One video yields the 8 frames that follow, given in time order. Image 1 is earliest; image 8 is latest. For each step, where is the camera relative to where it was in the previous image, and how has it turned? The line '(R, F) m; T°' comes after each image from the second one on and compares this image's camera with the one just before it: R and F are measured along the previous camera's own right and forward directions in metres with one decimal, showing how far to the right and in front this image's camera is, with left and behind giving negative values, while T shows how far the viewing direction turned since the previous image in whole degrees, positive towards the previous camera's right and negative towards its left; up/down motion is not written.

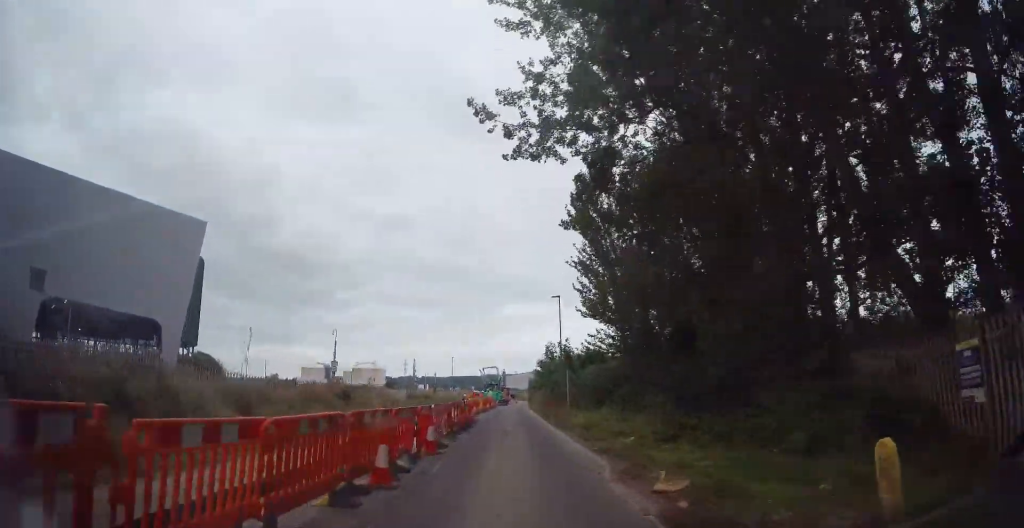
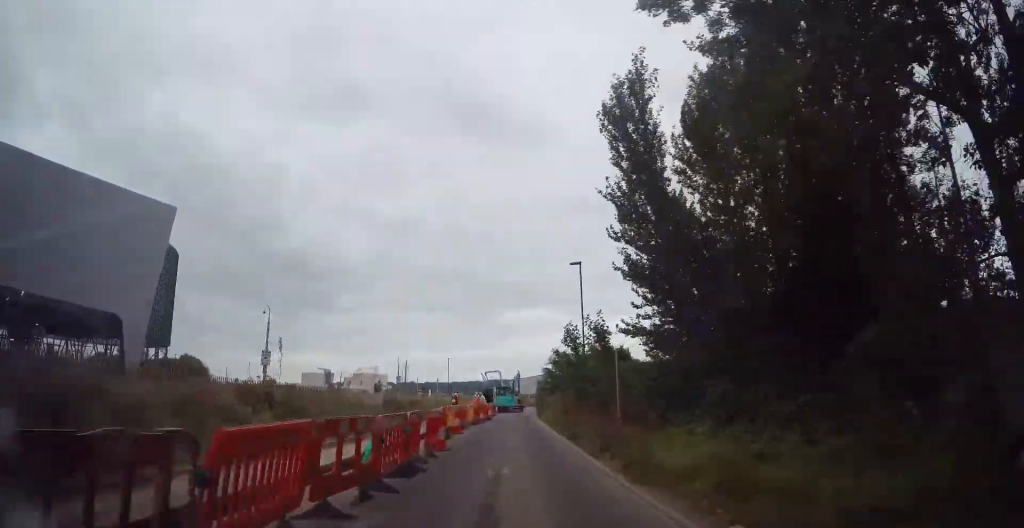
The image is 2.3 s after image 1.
(0.0, +10.4) m; 0°
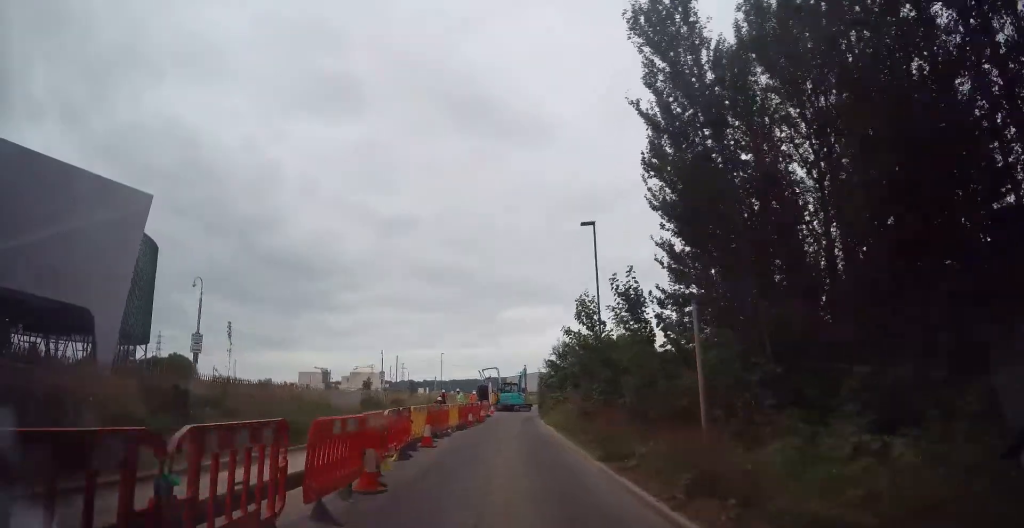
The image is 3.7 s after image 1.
(0.0, +6.6) m; 0°
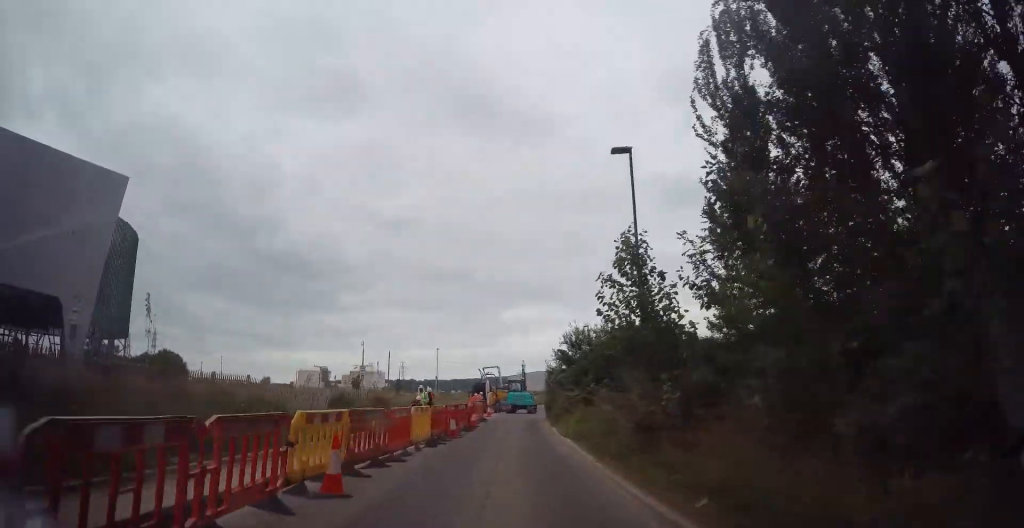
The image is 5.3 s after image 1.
(0.0, +7.4) m; +1°
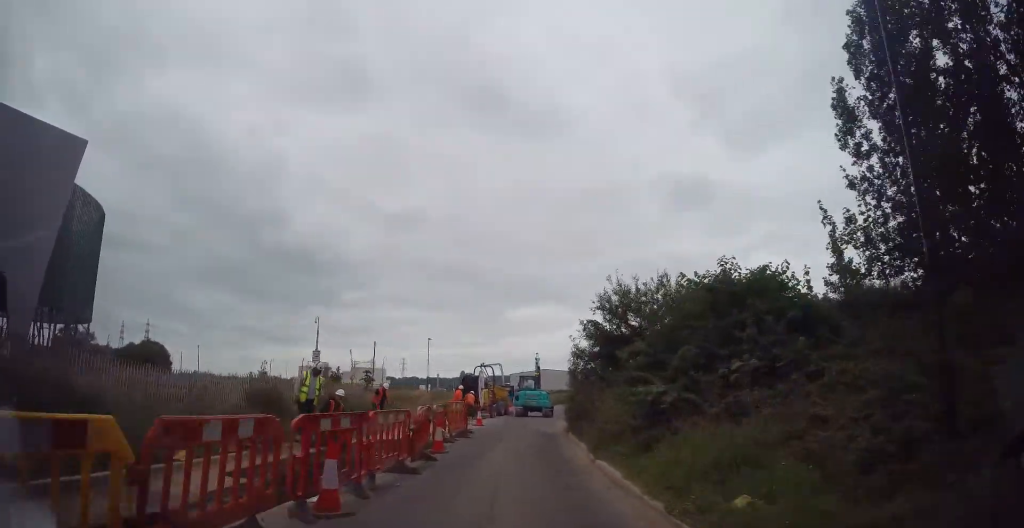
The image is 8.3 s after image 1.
(+0.2, +12.4) m; +1°
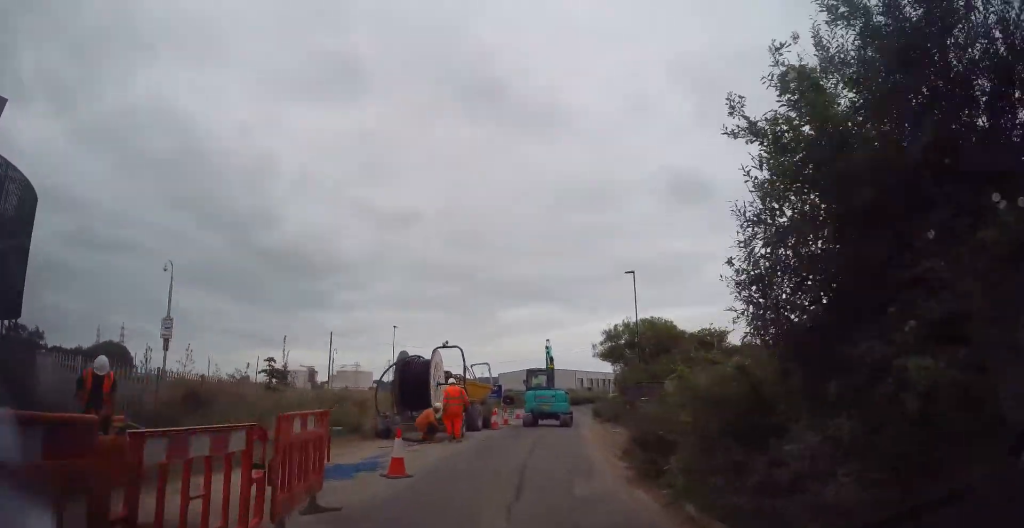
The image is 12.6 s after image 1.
(-0.1, +13.9) m; +1°
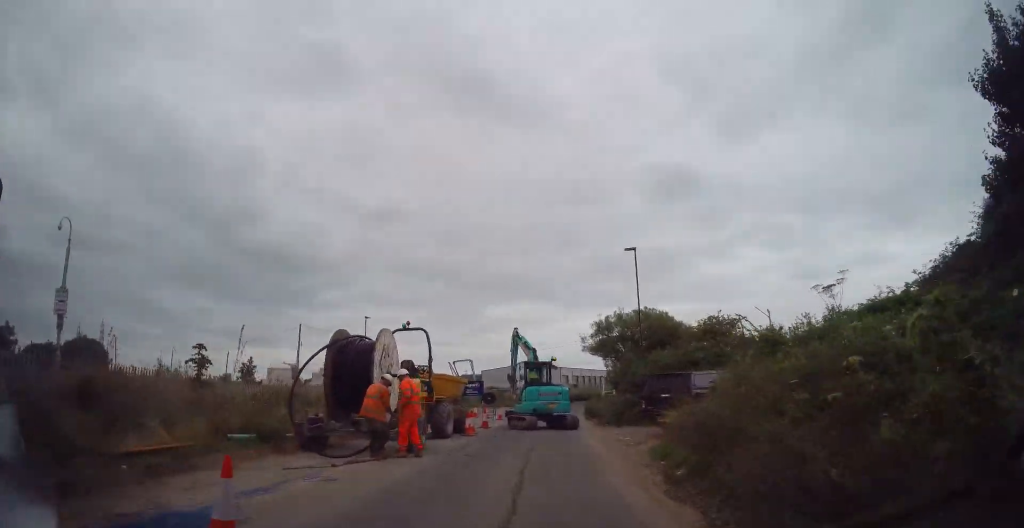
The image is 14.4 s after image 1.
(+0.2, +4.6) m; +2°
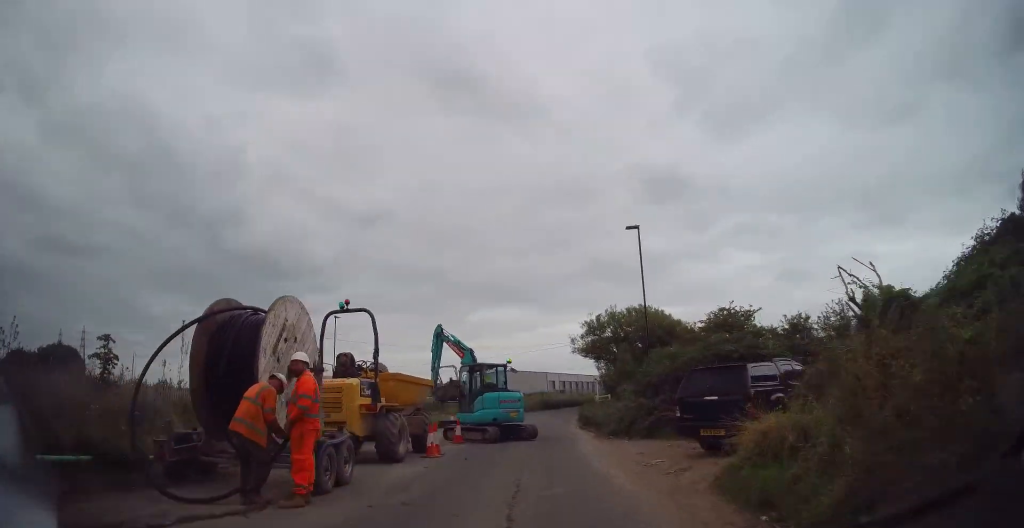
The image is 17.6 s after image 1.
(+0.3, +8.5) m; +1°
